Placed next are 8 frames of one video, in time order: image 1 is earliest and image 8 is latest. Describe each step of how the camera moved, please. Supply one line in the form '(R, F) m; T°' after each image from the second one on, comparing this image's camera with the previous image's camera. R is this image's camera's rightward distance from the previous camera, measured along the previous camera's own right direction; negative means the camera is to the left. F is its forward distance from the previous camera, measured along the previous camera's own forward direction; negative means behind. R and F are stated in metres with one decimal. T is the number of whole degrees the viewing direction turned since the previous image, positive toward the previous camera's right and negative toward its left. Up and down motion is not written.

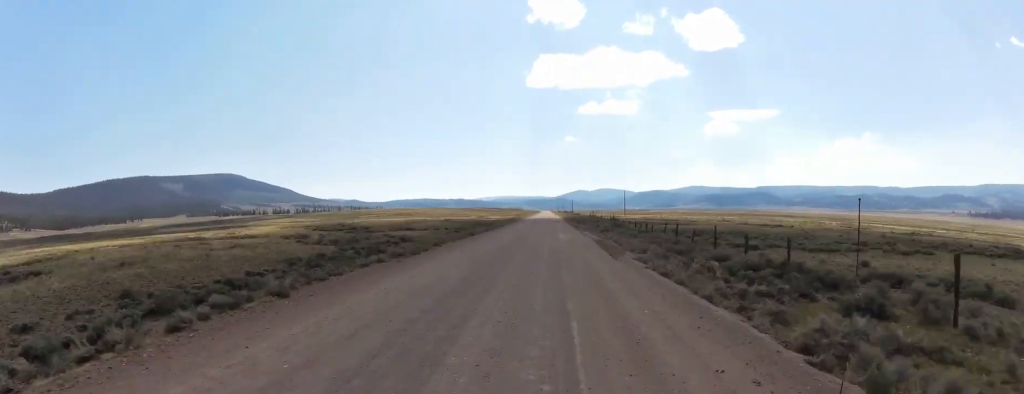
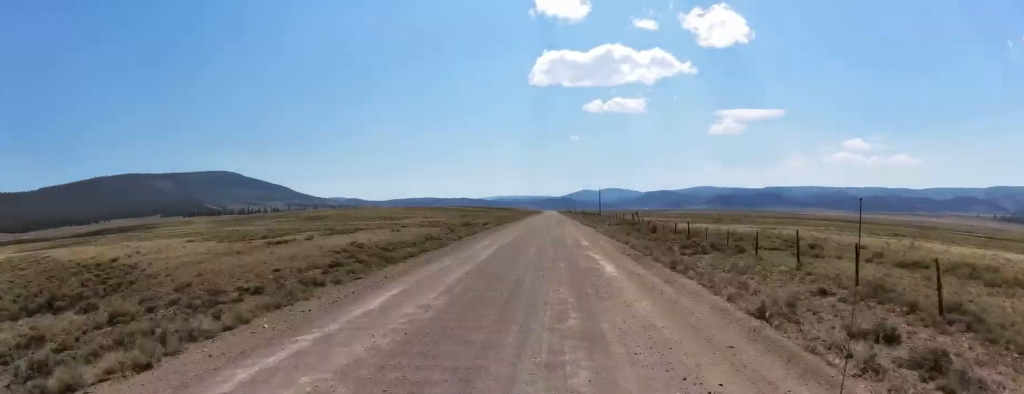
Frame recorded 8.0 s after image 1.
(-0.9, +151.8) m; 0°
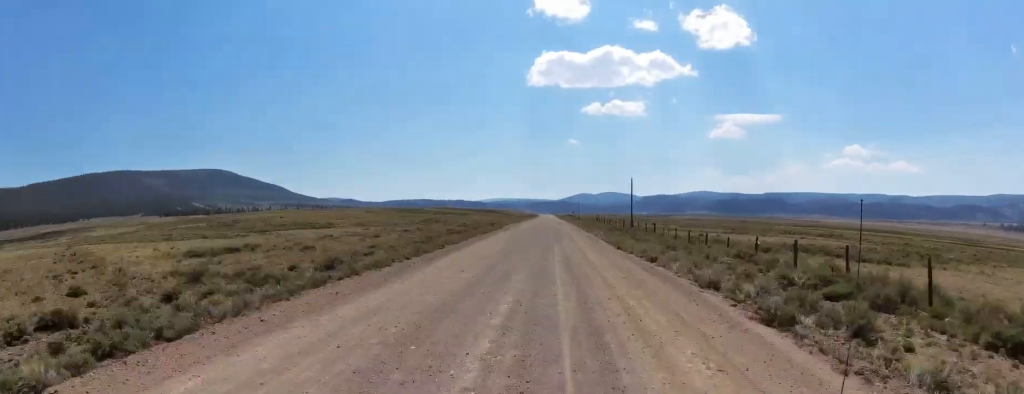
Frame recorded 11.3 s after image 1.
(+0.4, +63.0) m; 0°
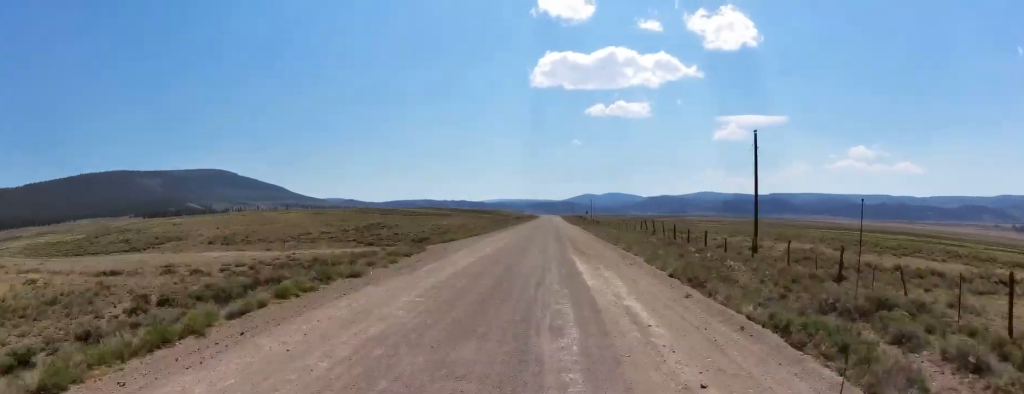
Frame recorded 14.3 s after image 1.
(+0.3, +58.1) m; 0°
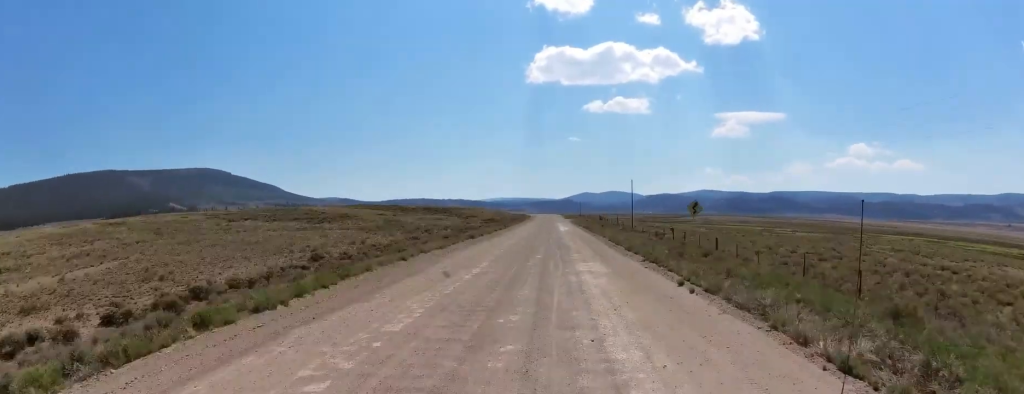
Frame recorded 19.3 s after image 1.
(-0.6, +95.6) m; -2°
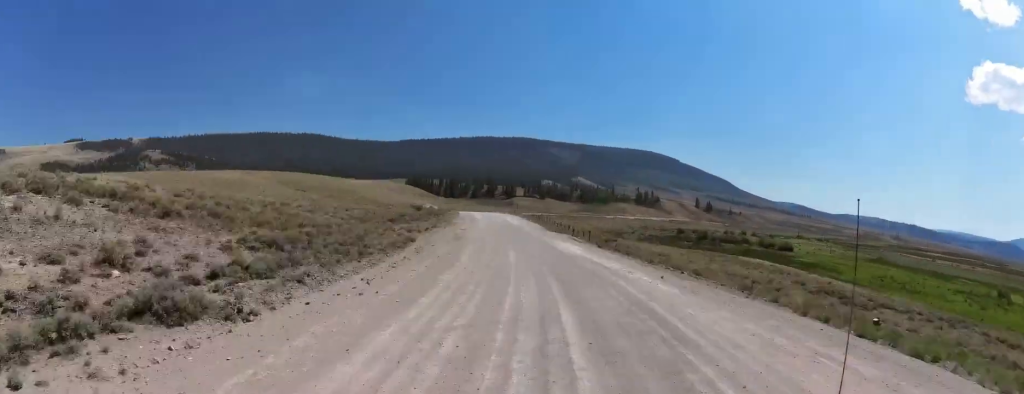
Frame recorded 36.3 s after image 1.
(-89.6, +265.7) m; -51°
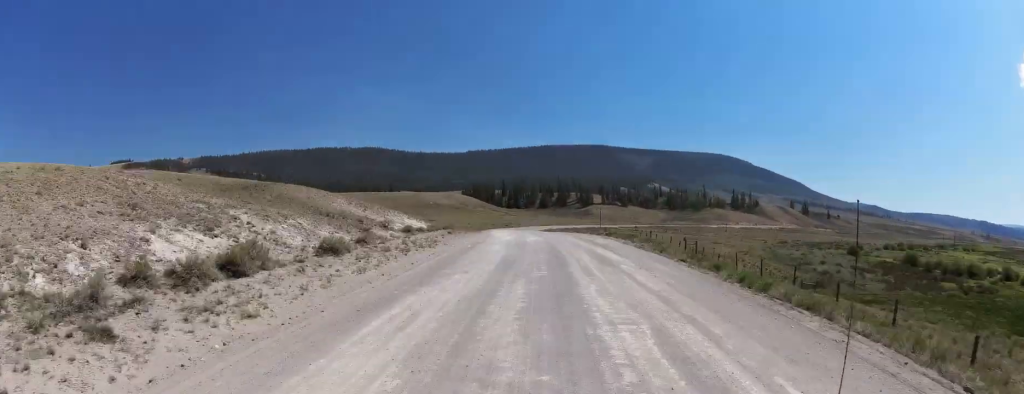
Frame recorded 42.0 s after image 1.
(-13.5, +94.0) m; -2°
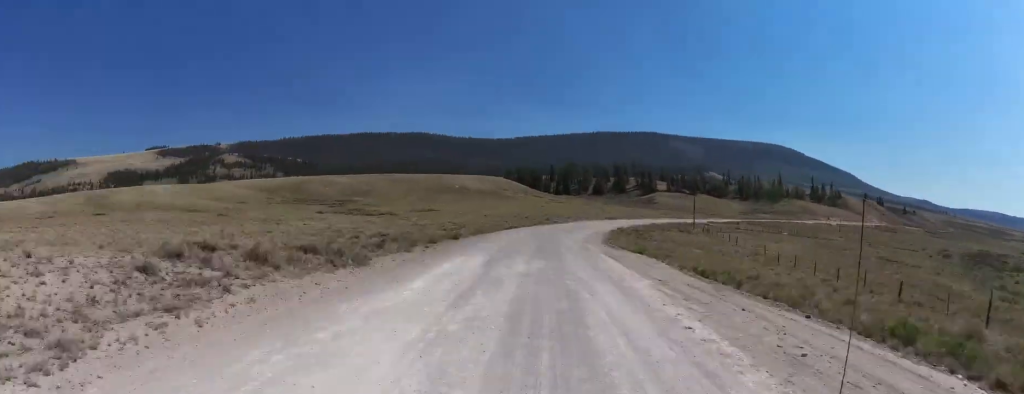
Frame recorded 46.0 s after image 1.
(-1.3, +65.0) m; +5°
